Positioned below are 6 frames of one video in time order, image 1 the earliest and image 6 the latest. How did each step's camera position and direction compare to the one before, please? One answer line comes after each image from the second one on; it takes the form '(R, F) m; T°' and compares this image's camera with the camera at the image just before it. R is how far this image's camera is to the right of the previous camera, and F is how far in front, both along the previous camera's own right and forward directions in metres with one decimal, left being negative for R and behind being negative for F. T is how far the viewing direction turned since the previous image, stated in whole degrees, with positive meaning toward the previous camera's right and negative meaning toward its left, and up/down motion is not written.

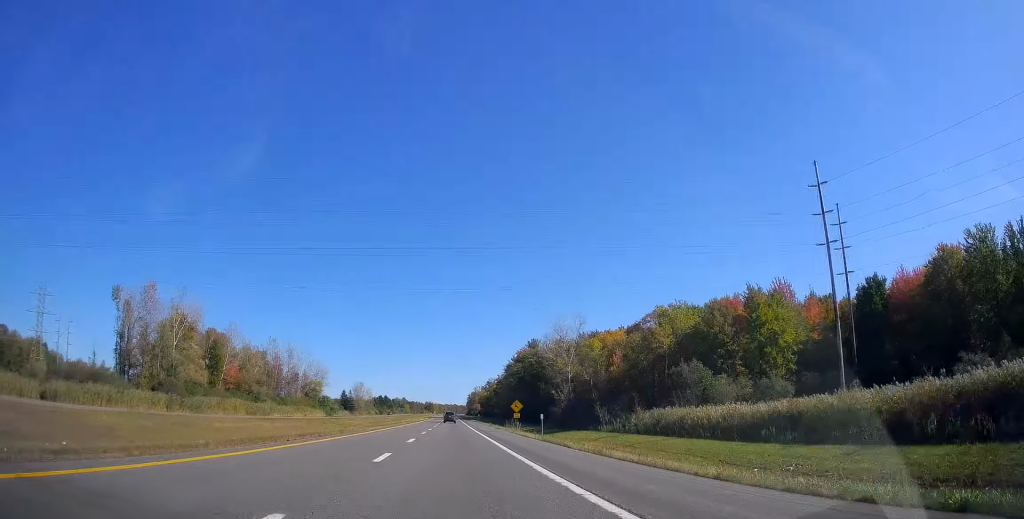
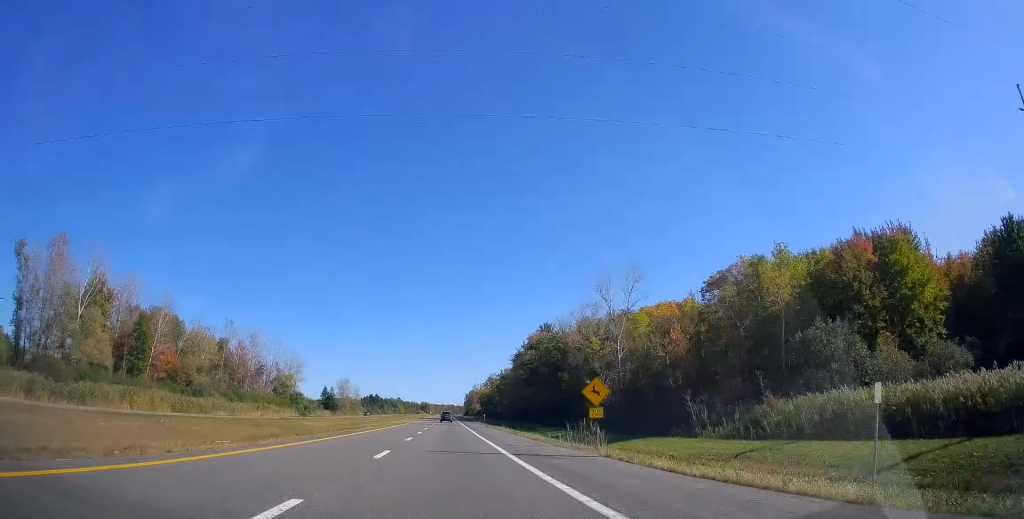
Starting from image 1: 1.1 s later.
(+0.2, +33.1) m; +1°
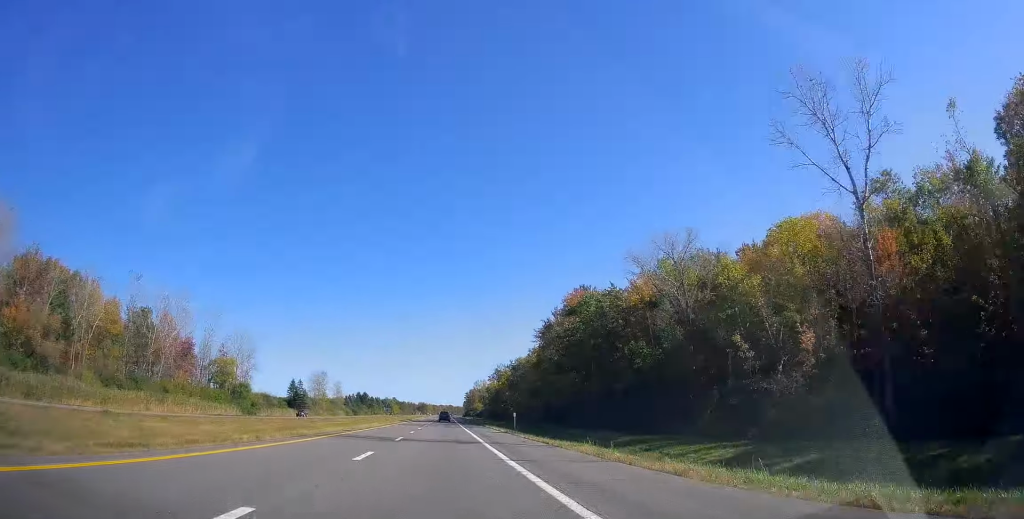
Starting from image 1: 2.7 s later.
(+0.6, +46.9) m; 0°
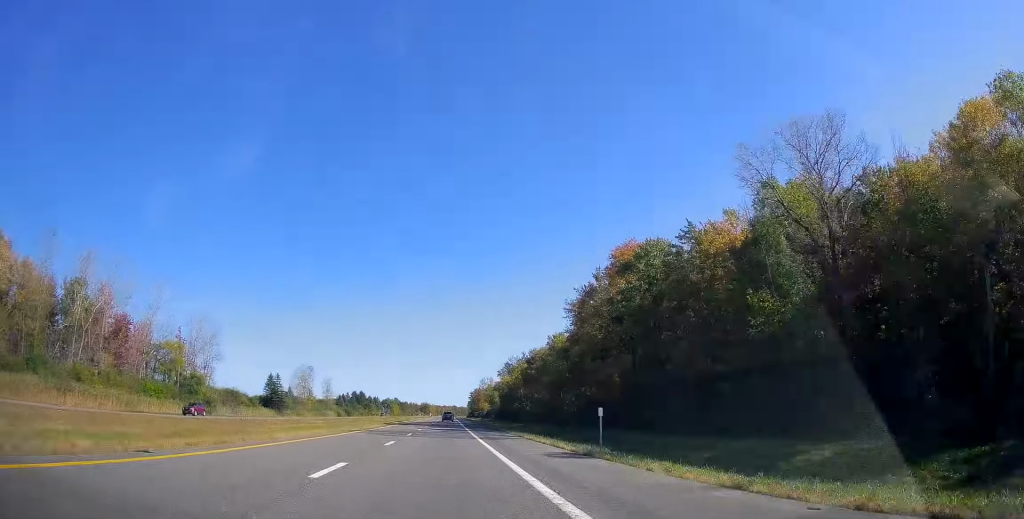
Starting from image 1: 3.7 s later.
(-0.2, +27.5) m; -1°
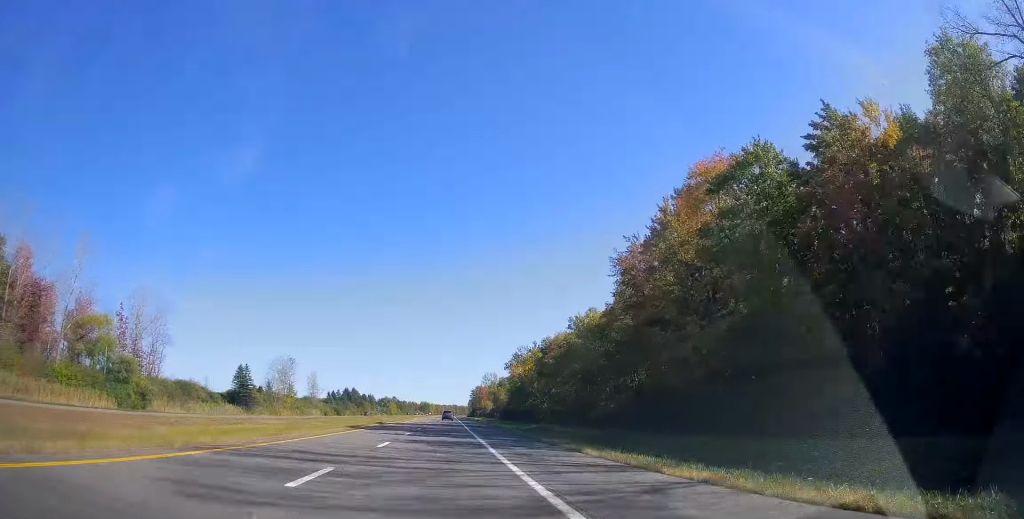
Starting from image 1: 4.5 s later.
(-0.2, +24.4) m; 0°
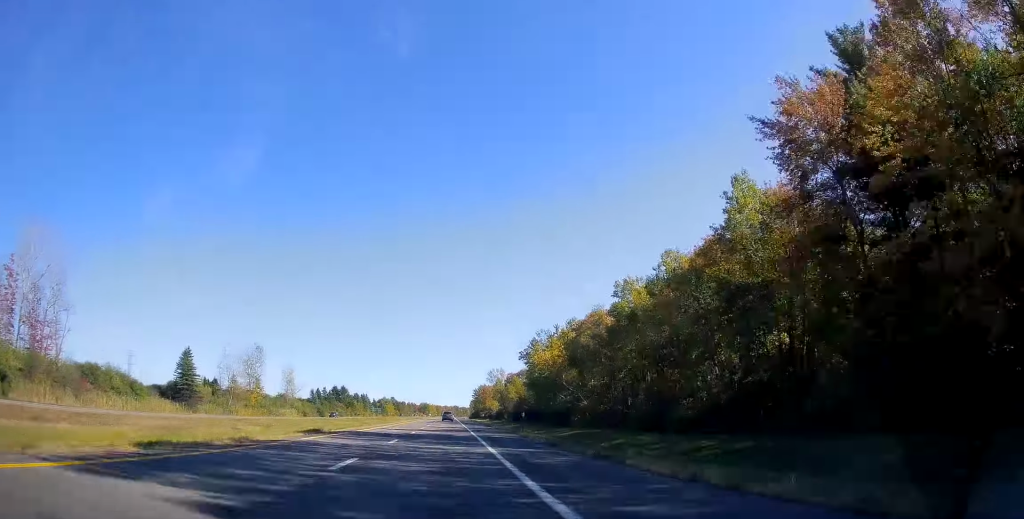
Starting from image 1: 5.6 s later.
(+0.1, +31.1) m; 0°
